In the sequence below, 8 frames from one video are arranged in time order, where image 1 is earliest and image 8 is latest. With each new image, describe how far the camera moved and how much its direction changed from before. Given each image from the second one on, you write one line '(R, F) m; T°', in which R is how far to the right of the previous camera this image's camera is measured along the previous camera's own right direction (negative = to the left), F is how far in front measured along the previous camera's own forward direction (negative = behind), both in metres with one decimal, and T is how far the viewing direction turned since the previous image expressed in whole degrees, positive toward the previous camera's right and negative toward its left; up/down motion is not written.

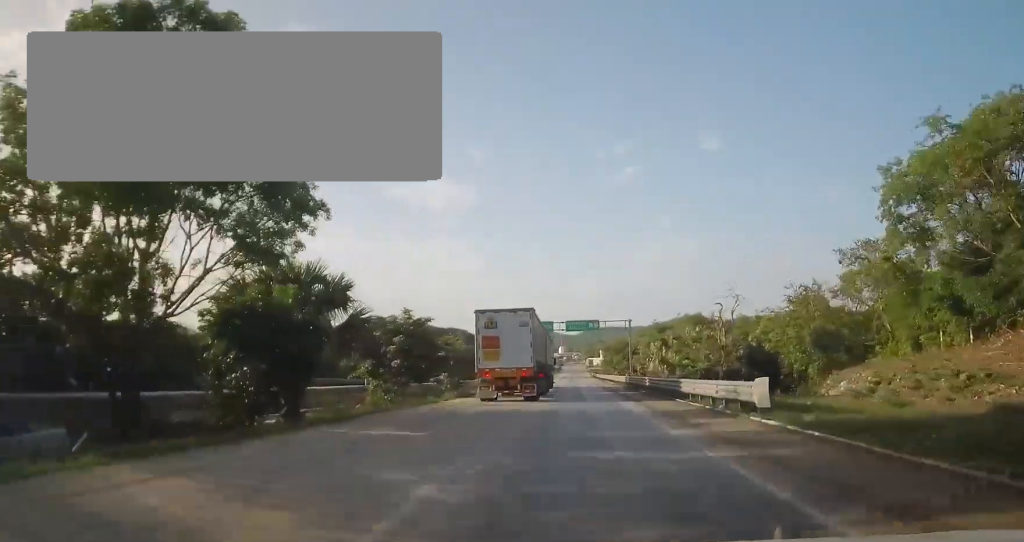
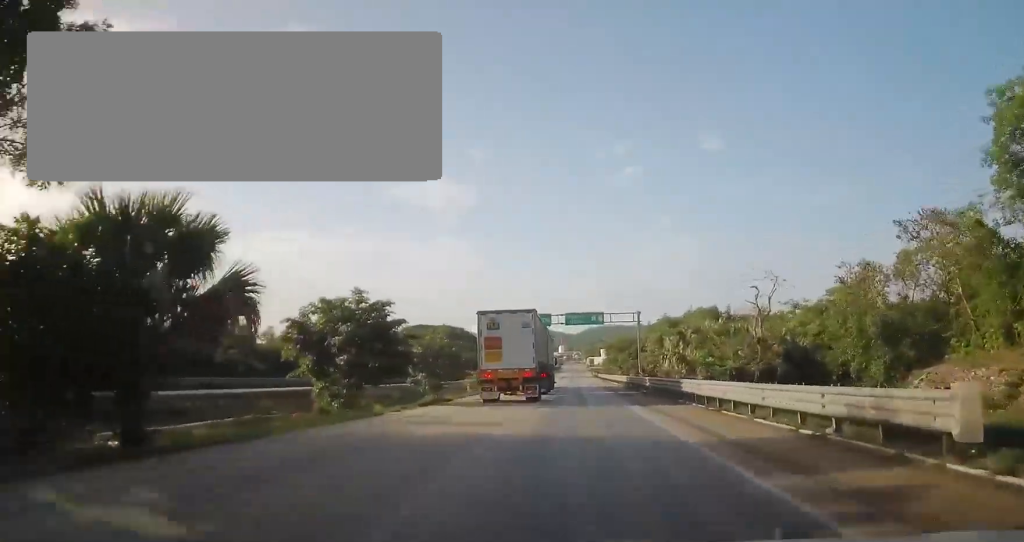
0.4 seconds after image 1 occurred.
(+0.1, +8.4) m; +1°
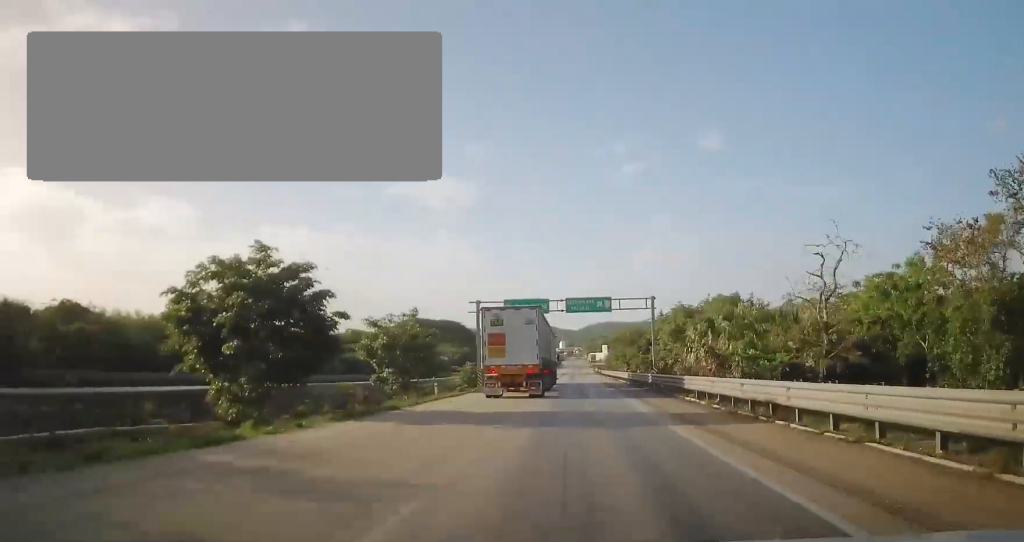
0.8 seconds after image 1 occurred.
(+0.1, +9.1) m; +1°
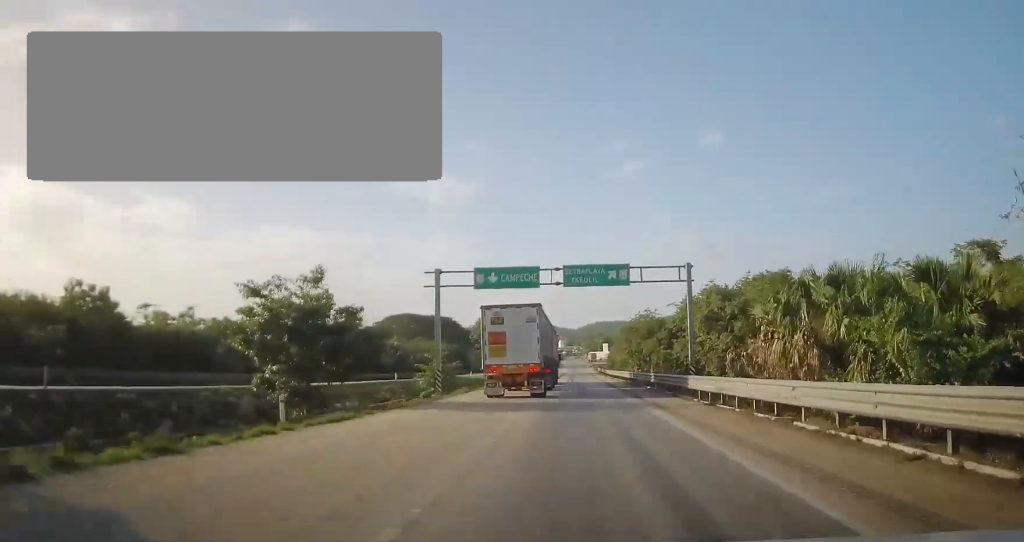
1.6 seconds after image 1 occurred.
(+0.1, +14.9) m; 0°
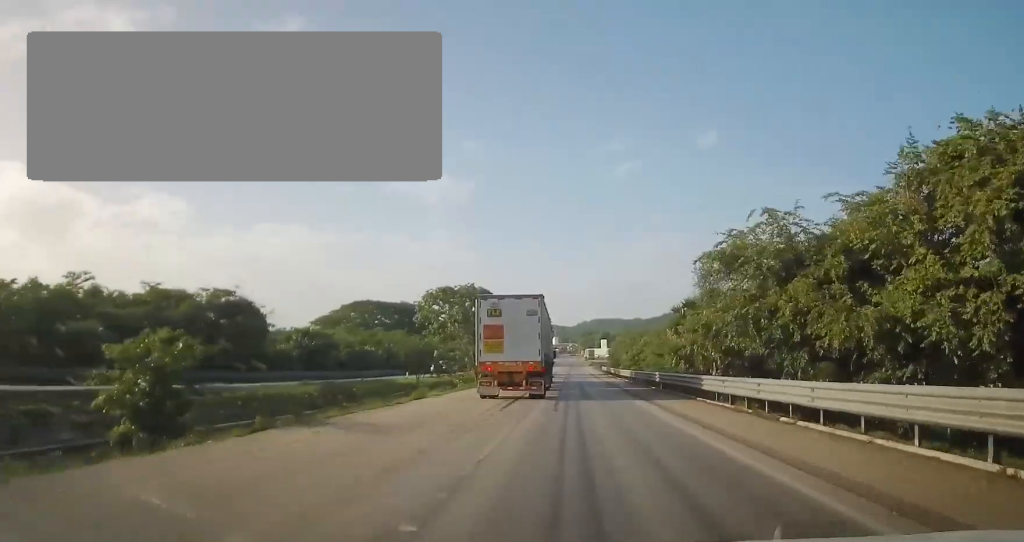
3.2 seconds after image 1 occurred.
(-0.6, +34.7) m; -2°
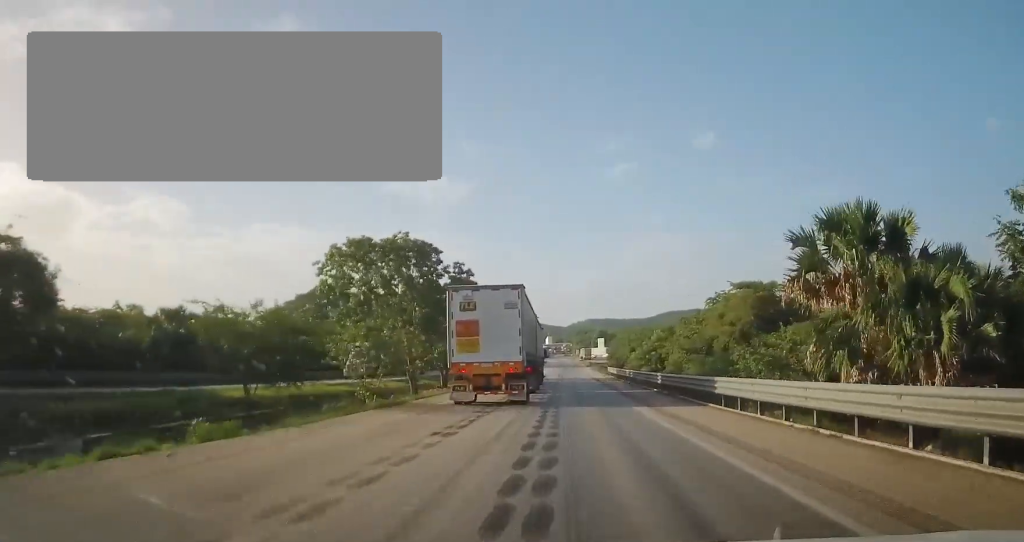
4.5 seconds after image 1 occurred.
(-0.2, +27.2) m; -1°
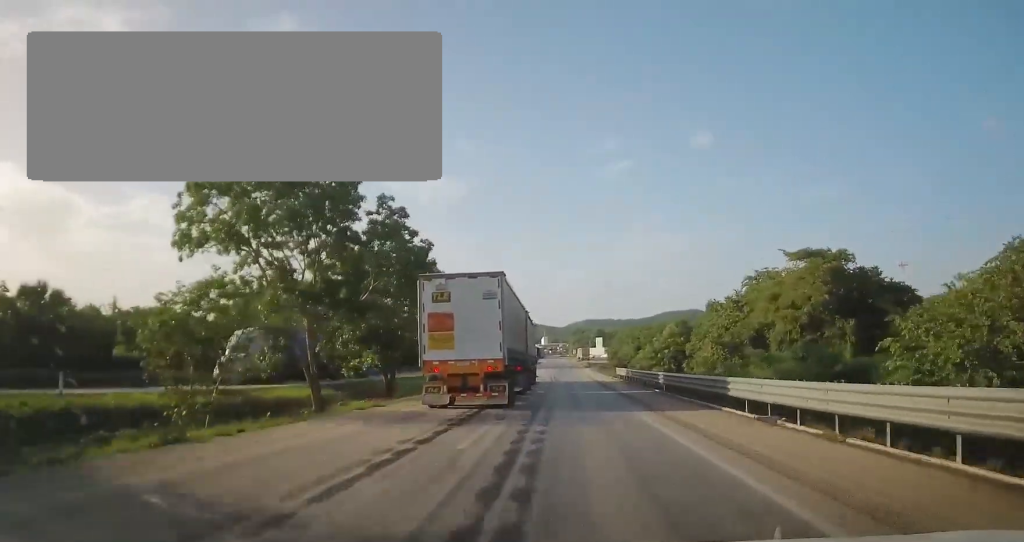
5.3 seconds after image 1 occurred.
(0.0, +17.3) m; 0°
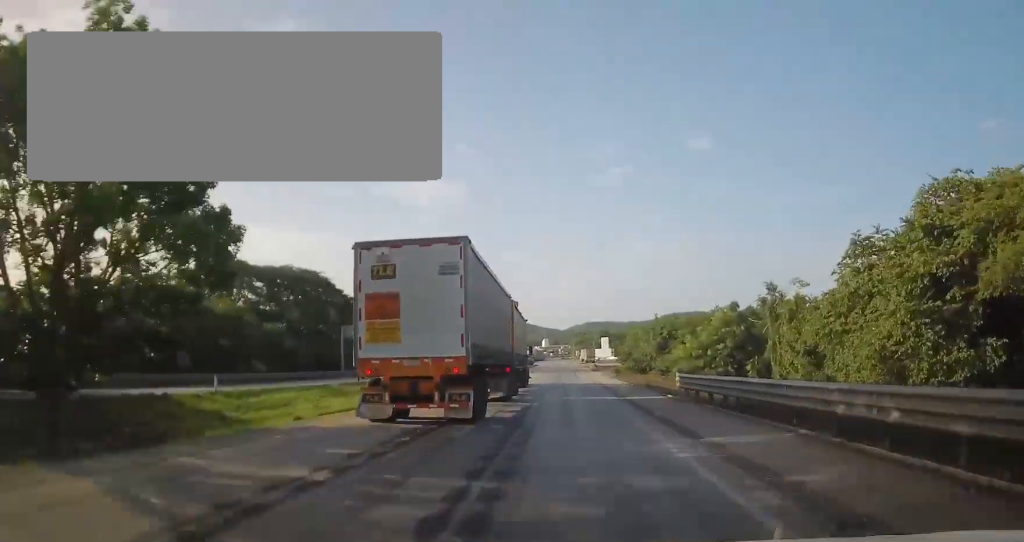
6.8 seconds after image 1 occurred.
(+0.2, +29.8) m; -1°
